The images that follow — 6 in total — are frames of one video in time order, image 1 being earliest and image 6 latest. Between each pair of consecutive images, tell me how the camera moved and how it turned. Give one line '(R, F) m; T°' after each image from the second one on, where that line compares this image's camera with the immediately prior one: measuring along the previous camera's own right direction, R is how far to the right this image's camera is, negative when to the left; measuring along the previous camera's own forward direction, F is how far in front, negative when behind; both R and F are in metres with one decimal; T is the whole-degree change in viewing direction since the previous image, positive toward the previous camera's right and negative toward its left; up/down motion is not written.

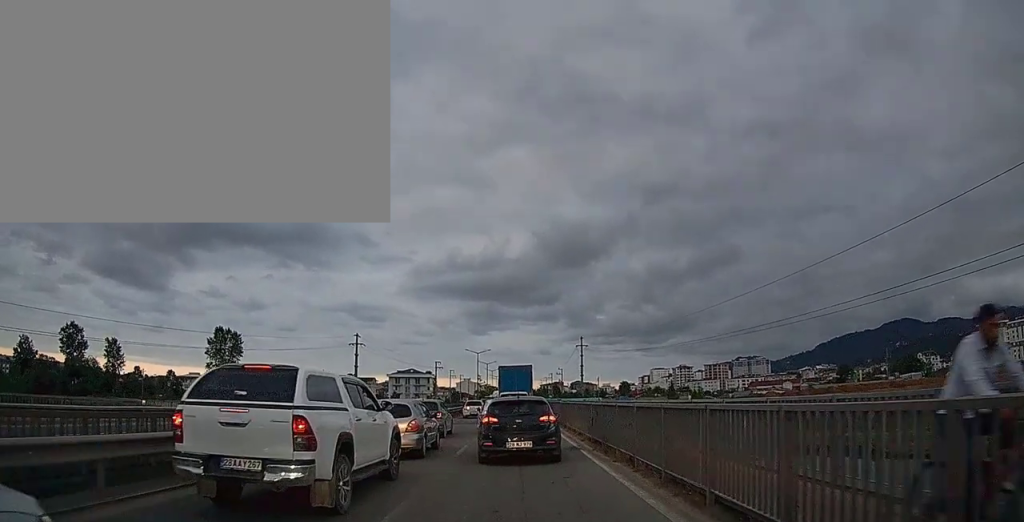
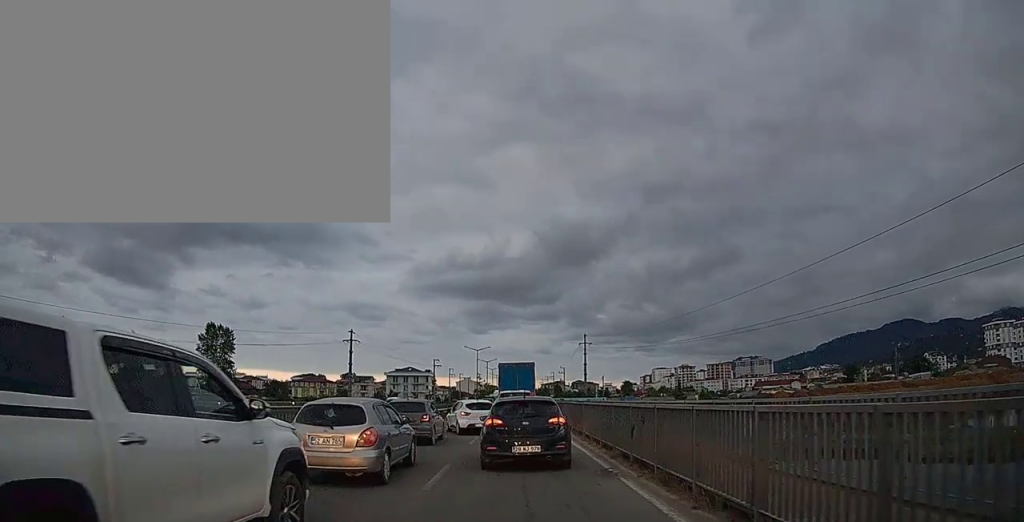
(-0.2, +5.6) m; -2°
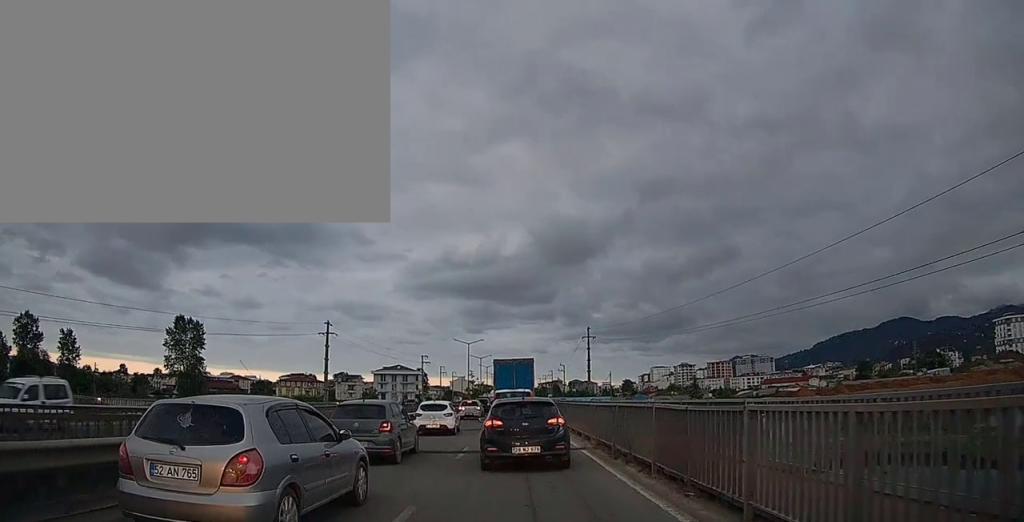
(+0.5, +13.5) m; +1°
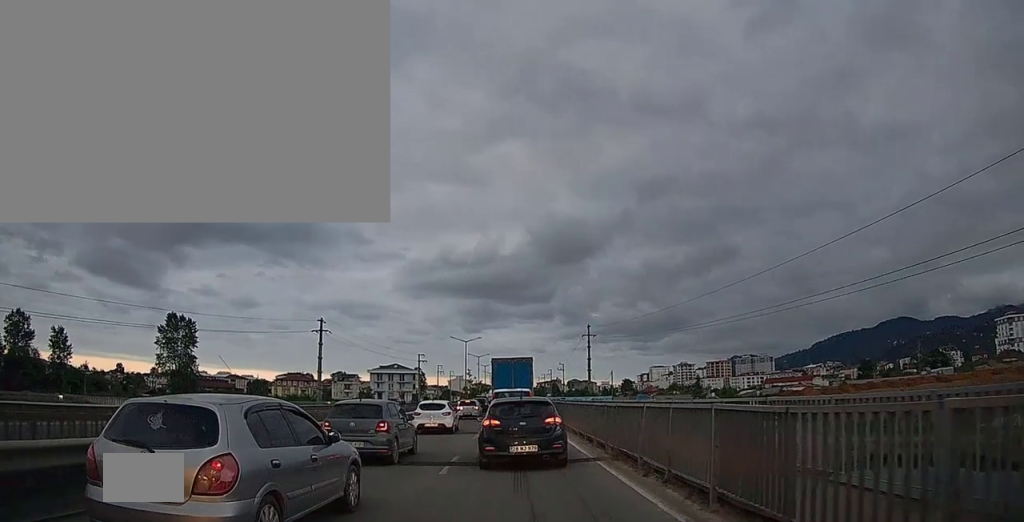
(-0.1, +3.0) m; -1°
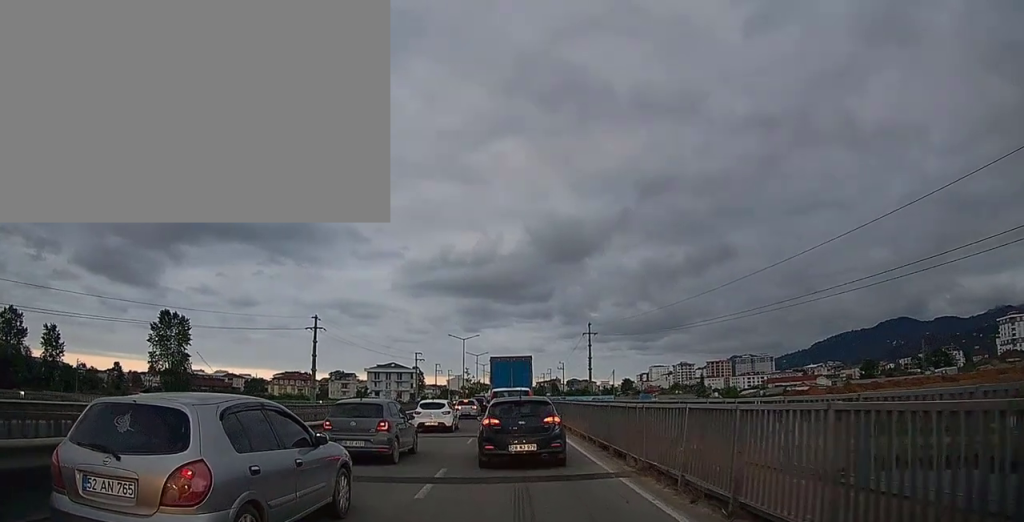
(0.0, +2.6) m; 0°
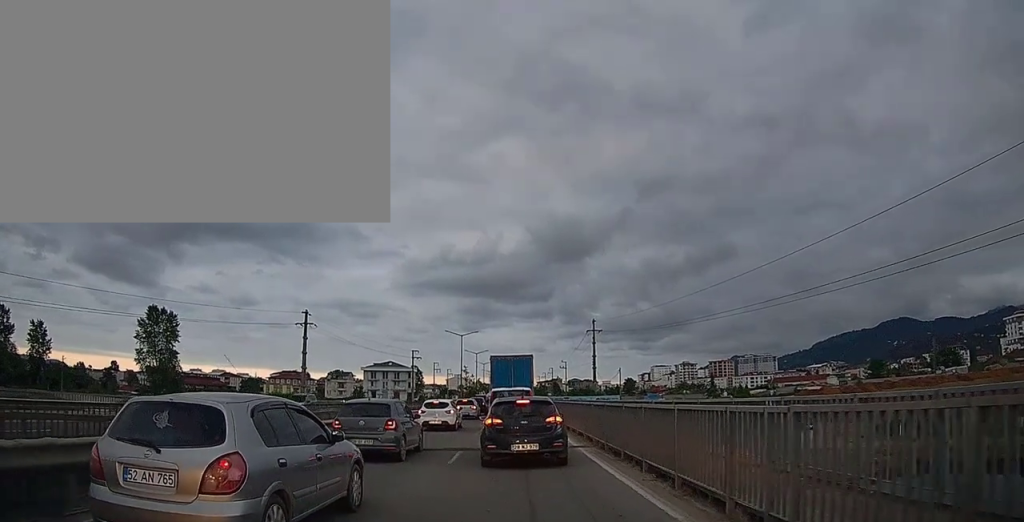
(0.0, +5.3) m; +2°
